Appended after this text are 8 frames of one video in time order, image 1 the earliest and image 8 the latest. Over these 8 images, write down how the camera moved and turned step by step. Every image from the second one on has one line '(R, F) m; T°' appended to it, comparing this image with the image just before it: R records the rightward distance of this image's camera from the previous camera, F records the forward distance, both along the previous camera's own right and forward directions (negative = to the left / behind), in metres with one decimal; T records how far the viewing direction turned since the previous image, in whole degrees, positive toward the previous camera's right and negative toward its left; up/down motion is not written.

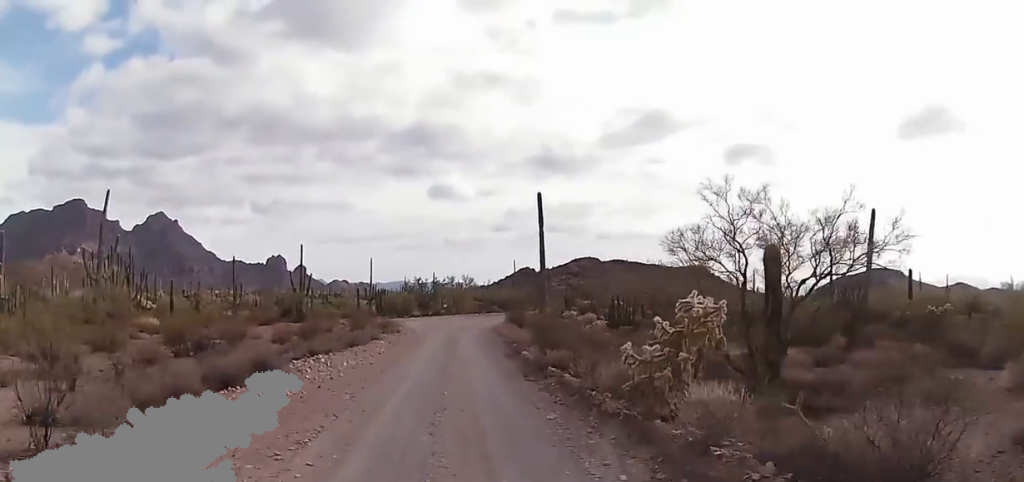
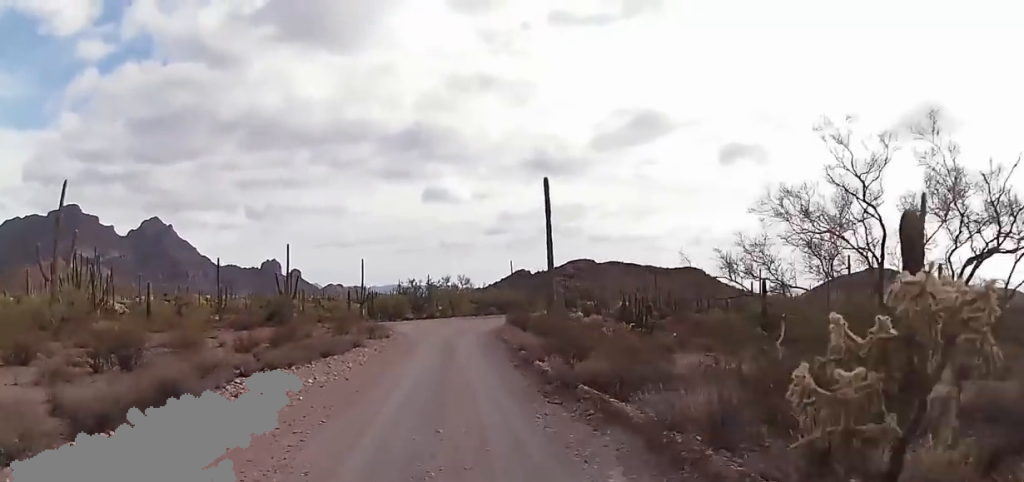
(+0.1, +4.8) m; 0°
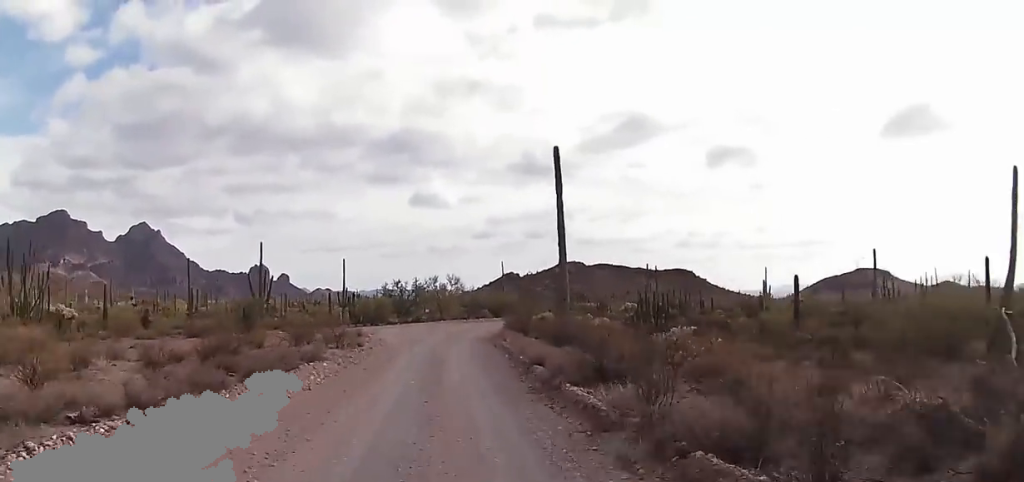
(+0.2, +6.6) m; +1°
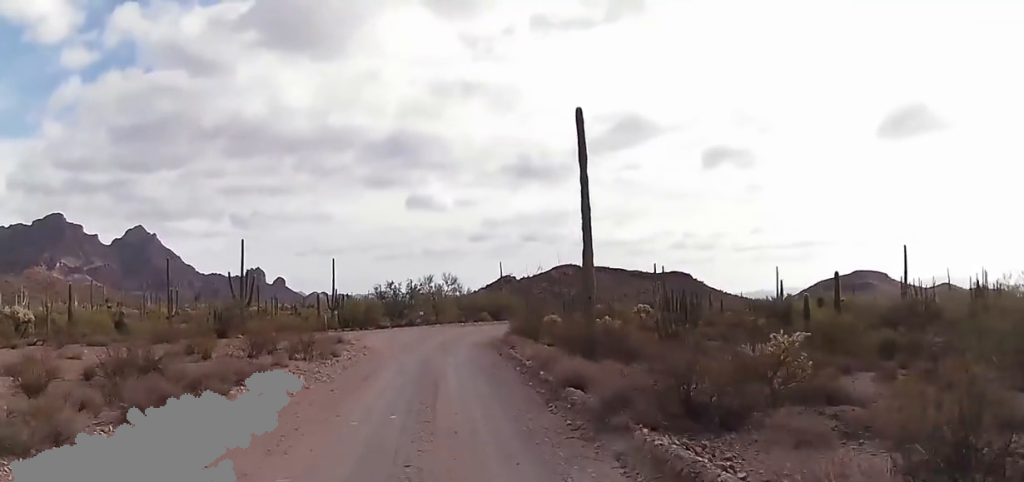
(-0.2, +5.5) m; +2°
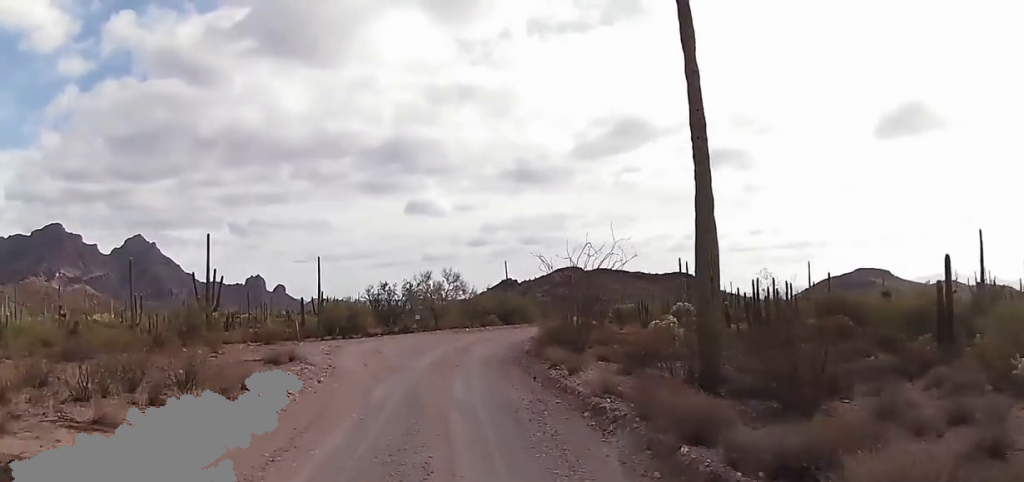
(+0.5, +10.1) m; +2°
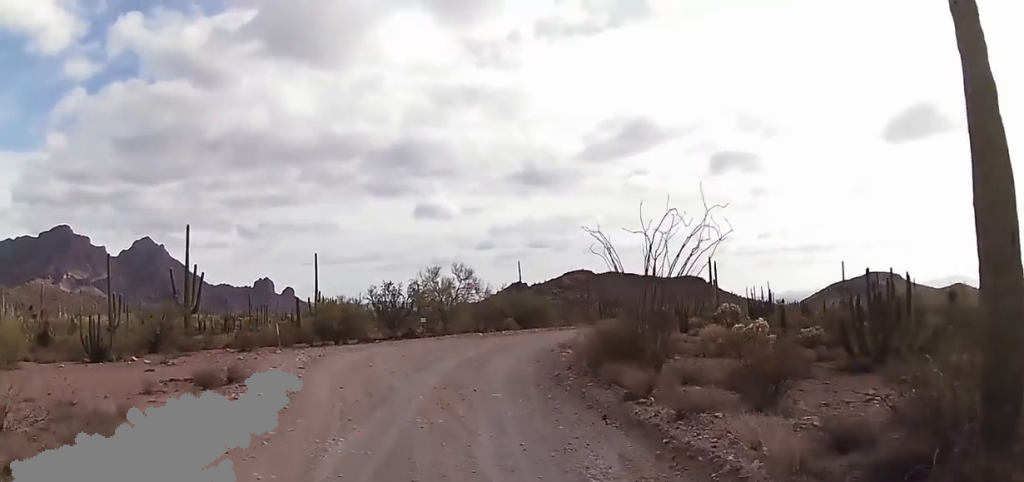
(-0.2, +7.1) m; -2°
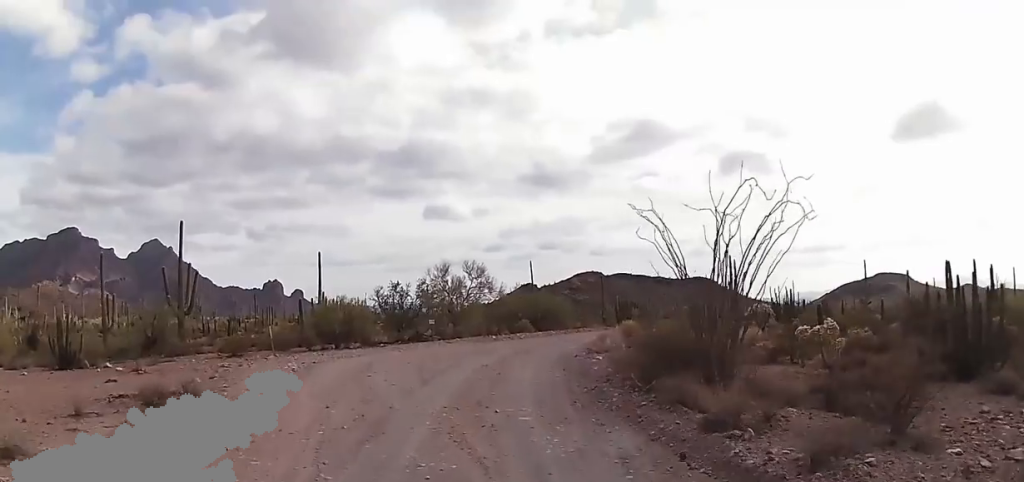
(0.0, +3.1) m; -2°
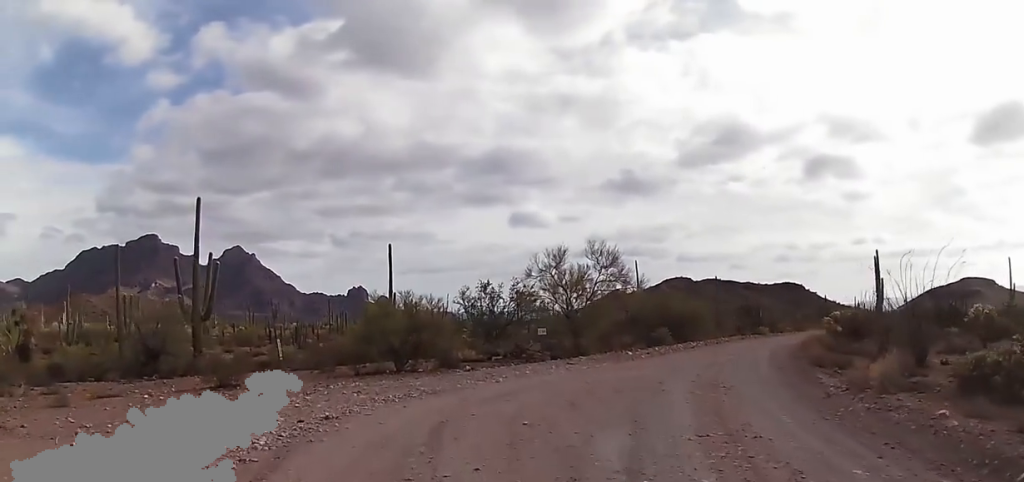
(-1.2, +13.8) m; -8°
